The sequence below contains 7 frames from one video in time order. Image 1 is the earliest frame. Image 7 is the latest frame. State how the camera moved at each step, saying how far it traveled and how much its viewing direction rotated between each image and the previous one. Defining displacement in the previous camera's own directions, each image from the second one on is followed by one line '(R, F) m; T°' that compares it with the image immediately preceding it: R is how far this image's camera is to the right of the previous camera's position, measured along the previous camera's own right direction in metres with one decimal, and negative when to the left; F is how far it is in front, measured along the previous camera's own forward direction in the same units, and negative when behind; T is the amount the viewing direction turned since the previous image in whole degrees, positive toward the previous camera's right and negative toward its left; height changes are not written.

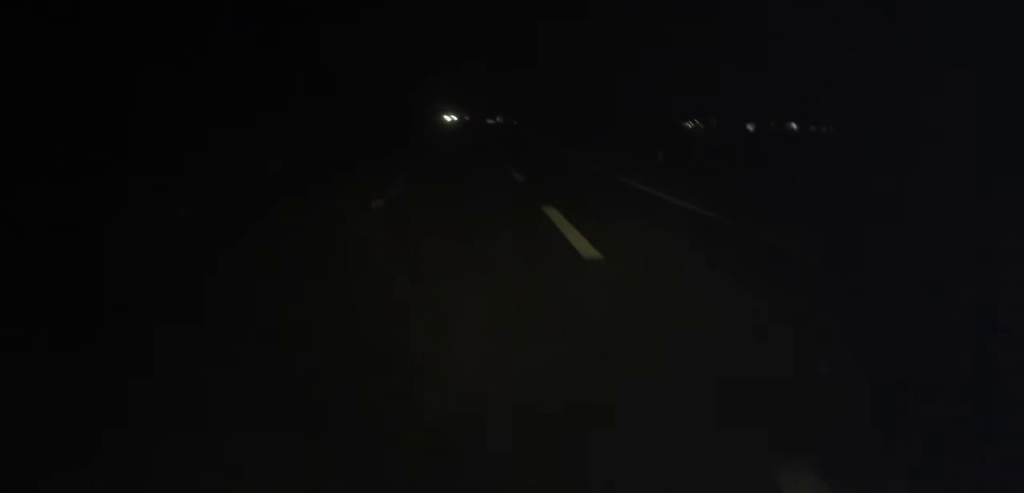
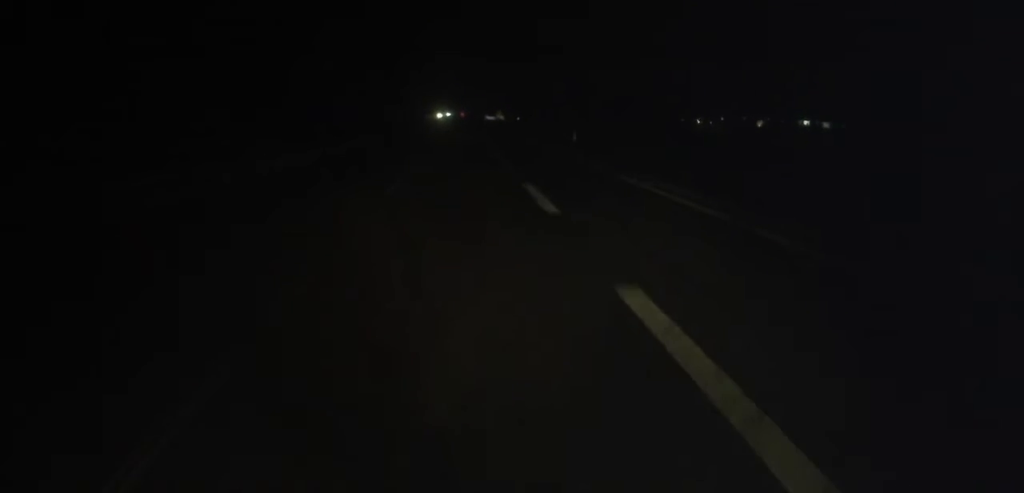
(-0.8, +31.7) m; -1°
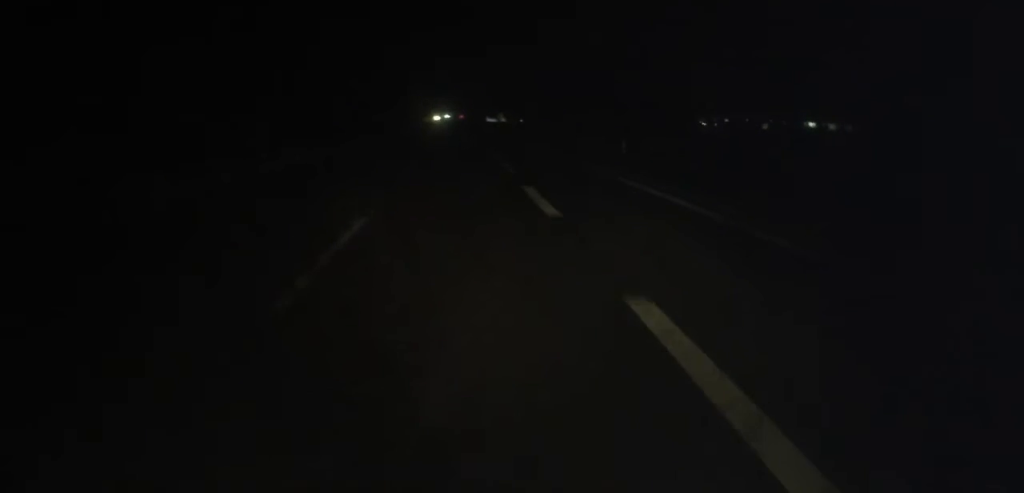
(+0.2, +12.4) m; +1°
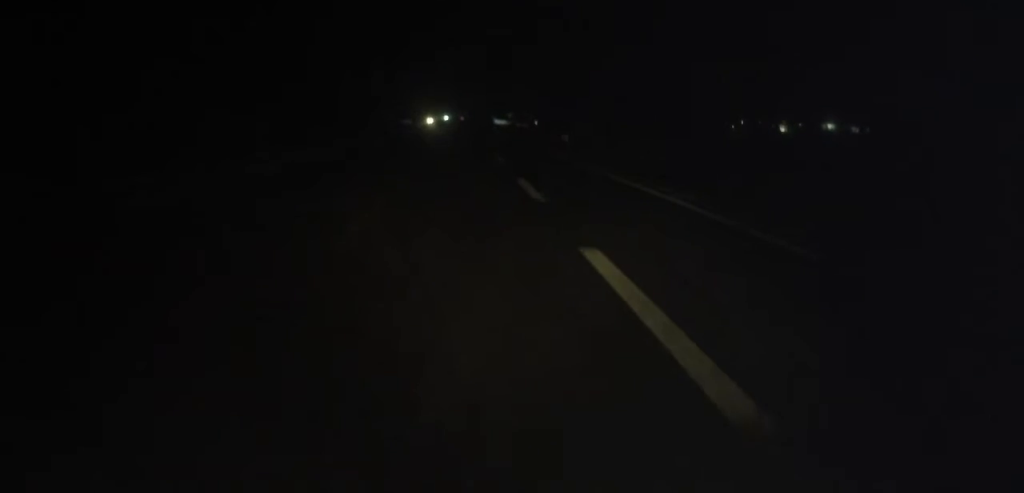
(+0.9, +33.1) m; +1°
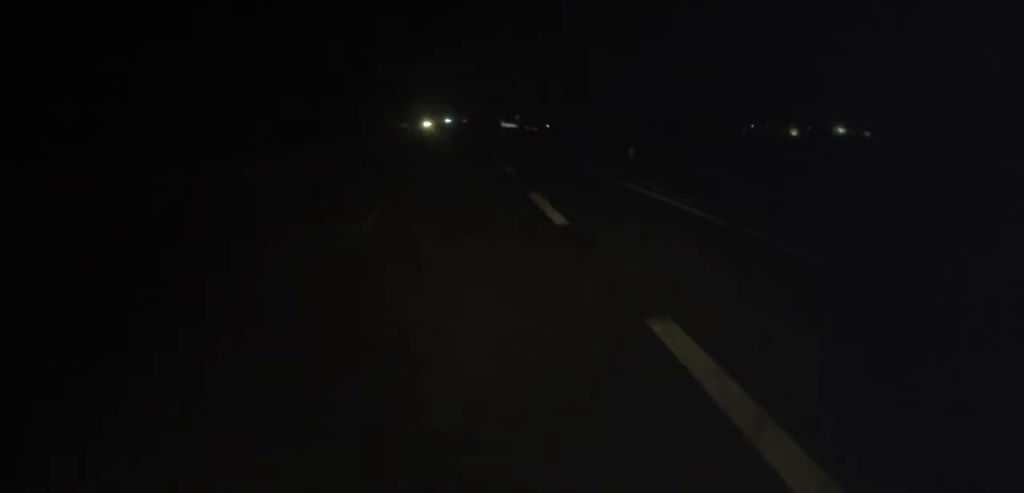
(-0.3, +15.4) m; -1°
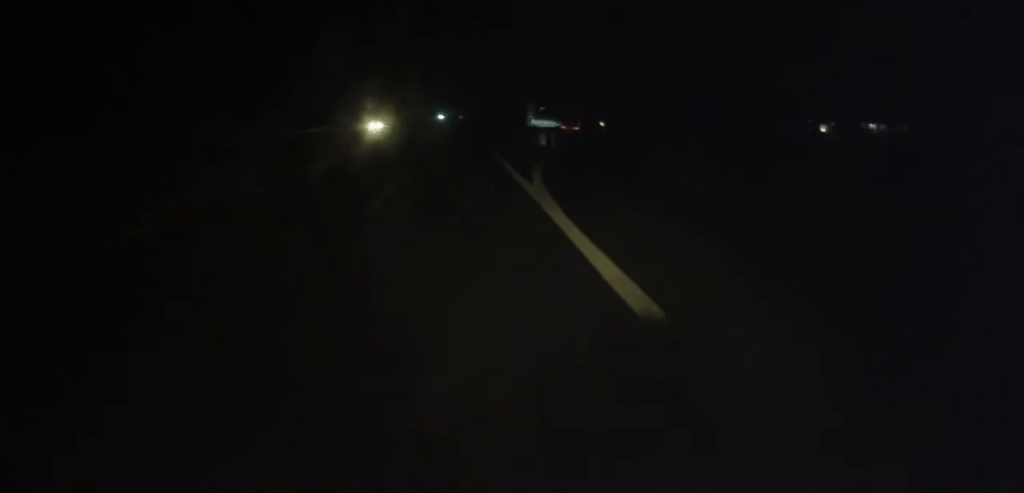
(-0.4, +53.0) m; -1°
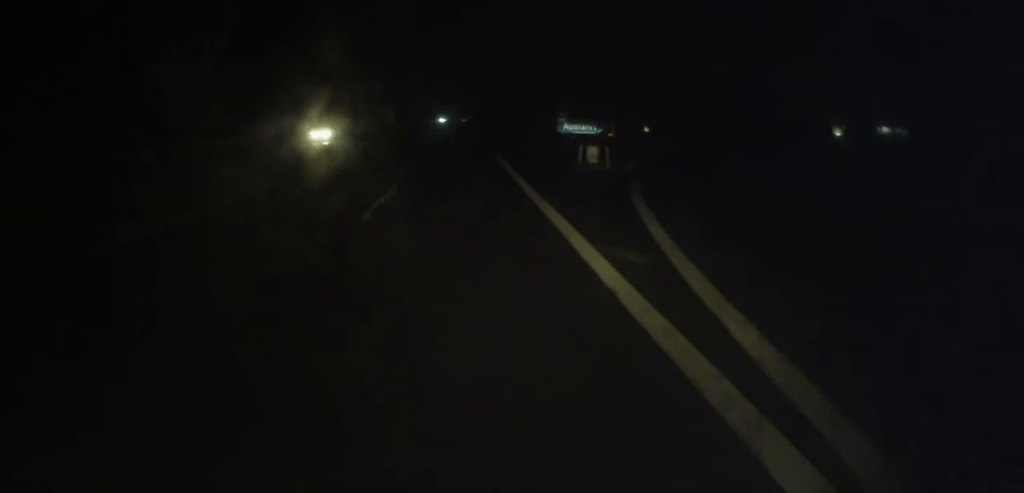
(-0.1, +17.6) m; 0°
